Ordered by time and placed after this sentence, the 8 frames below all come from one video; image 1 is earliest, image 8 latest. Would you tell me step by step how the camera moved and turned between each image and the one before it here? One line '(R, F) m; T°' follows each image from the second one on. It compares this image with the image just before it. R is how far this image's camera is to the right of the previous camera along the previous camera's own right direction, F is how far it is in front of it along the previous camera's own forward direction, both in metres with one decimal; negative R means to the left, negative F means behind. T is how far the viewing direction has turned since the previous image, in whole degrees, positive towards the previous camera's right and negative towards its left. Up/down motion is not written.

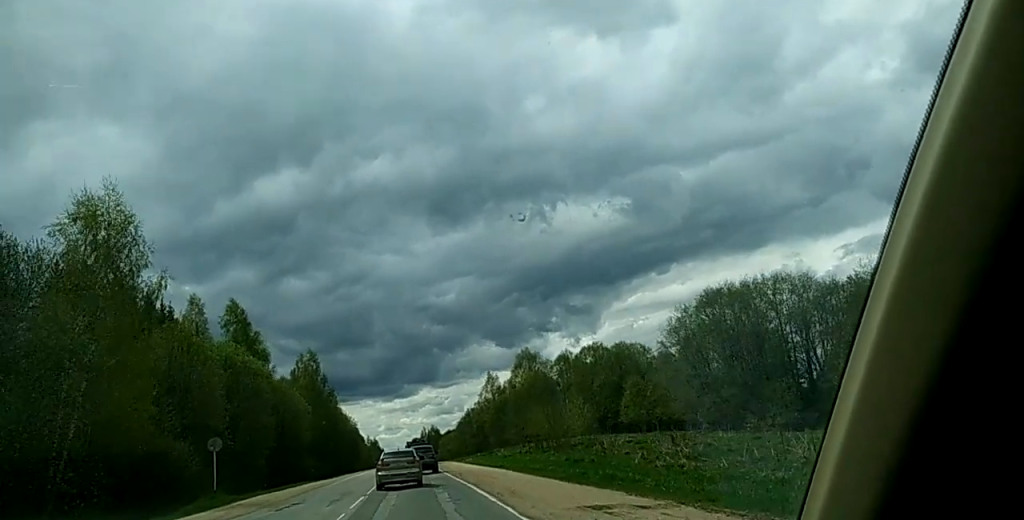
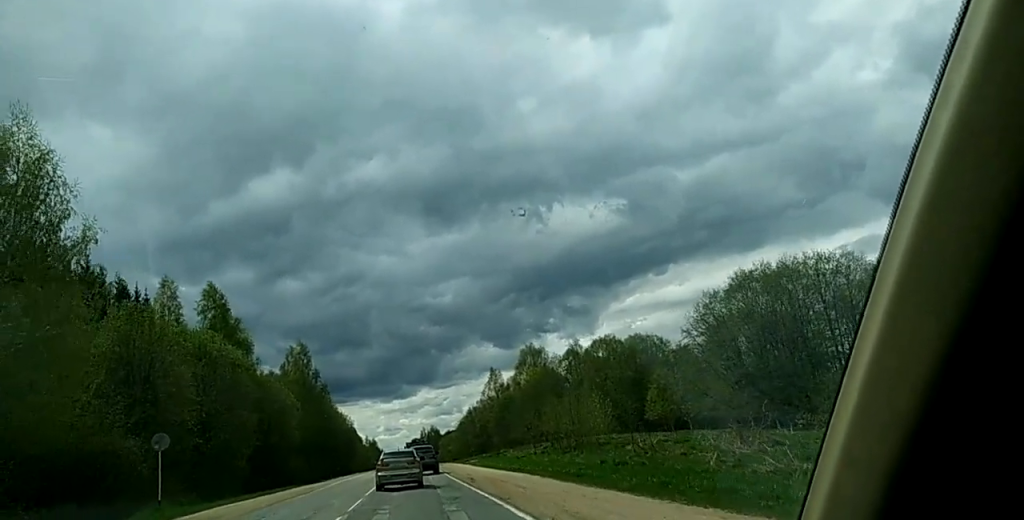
(0.0, +9.3) m; 0°
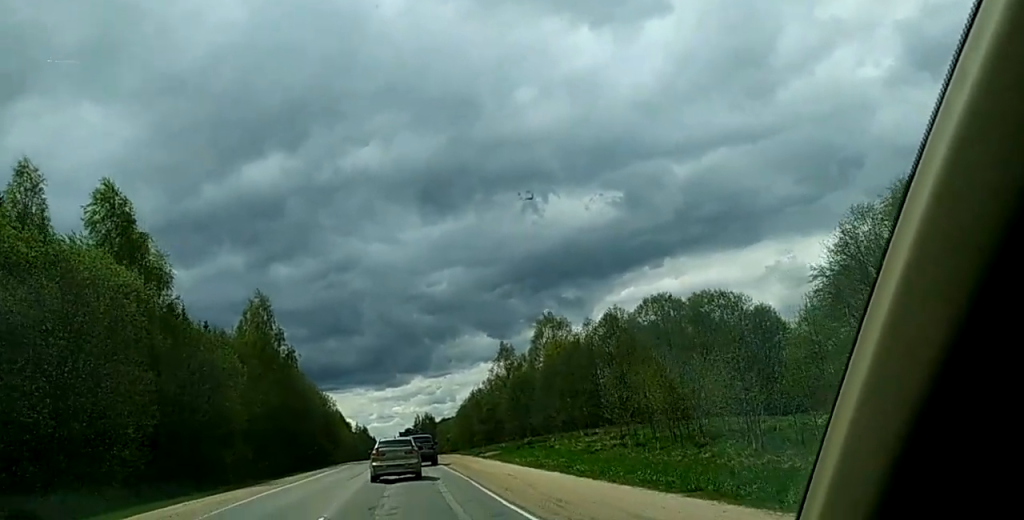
(-0.3, +27.2) m; -1°
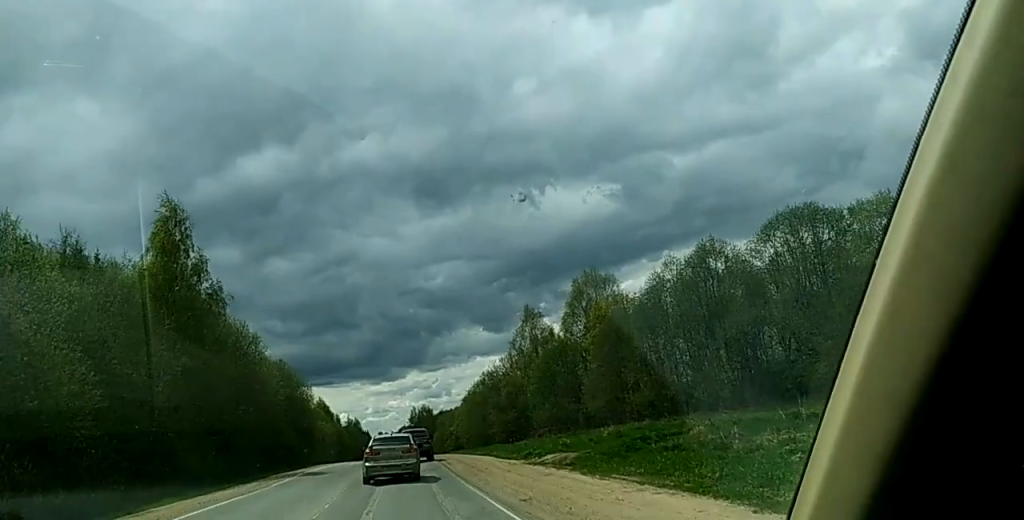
(+0.4, +31.7) m; -1°
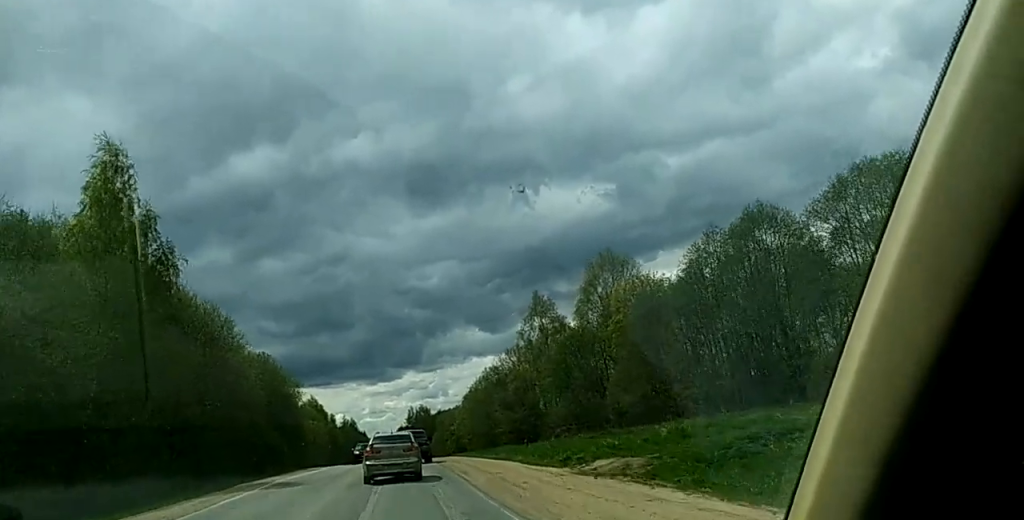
(-0.2, +10.1) m; 0°
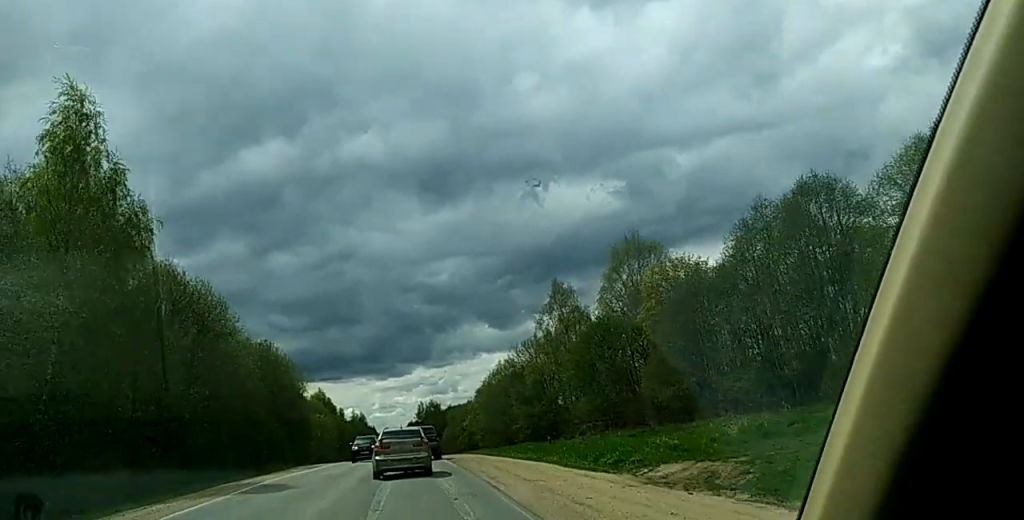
(-0.2, +6.3) m; 0°
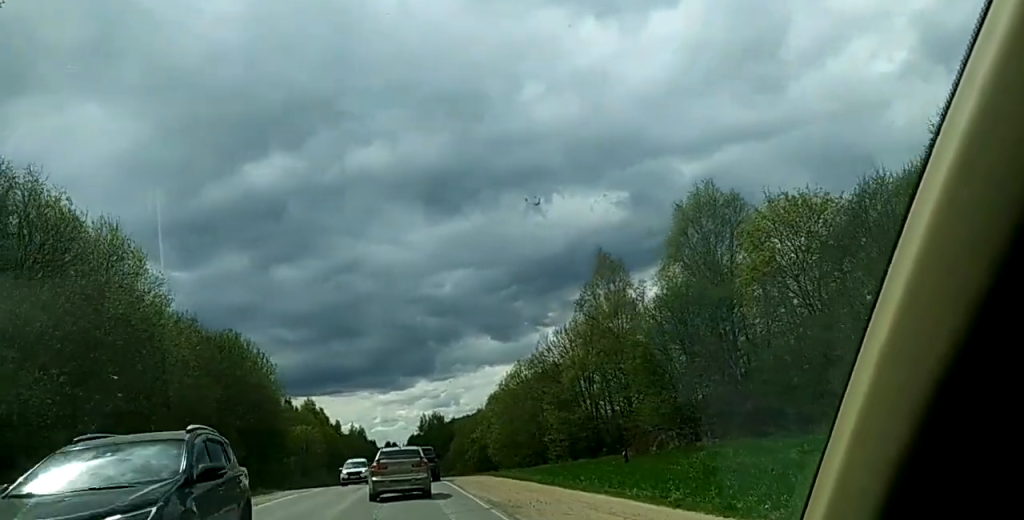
(+0.5, +20.4) m; +1°
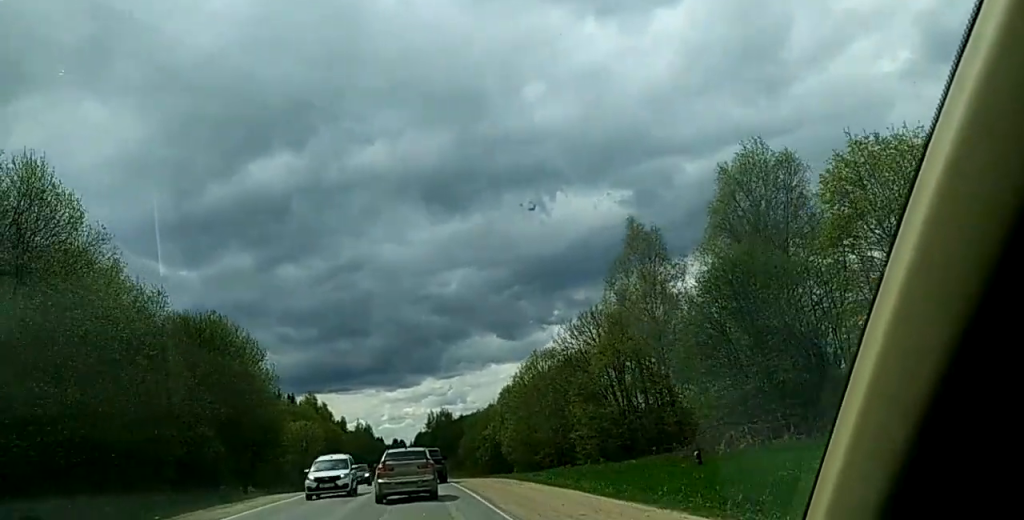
(-0.2, +8.5) m; +1°
